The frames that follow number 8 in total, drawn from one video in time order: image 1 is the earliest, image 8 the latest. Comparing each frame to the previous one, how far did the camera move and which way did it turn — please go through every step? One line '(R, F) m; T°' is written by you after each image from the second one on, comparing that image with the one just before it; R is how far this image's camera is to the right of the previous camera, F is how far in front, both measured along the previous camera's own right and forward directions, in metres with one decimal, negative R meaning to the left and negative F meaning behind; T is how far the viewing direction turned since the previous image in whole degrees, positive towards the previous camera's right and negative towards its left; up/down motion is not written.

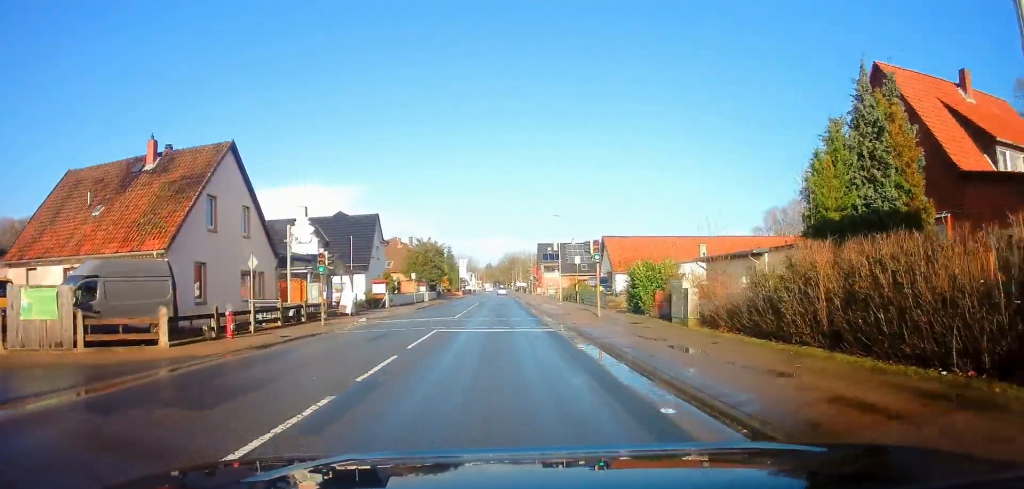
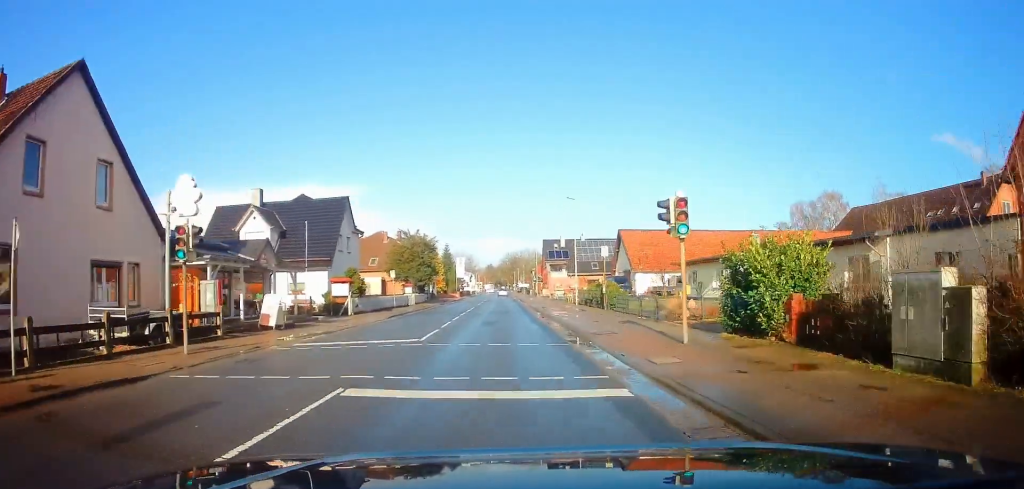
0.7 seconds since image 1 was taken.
(+0.1, +10.7) m; 0°
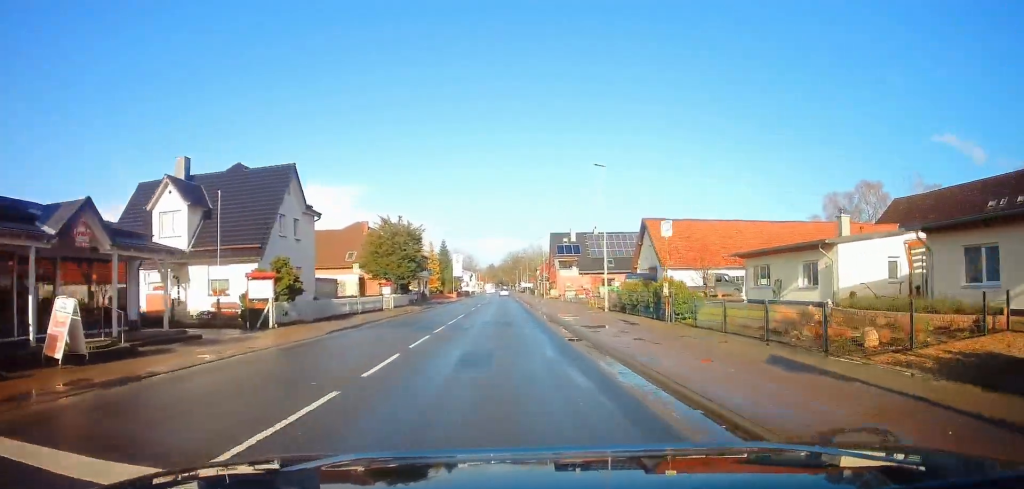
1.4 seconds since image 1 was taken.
(+0.2, +11.4) m; 0°
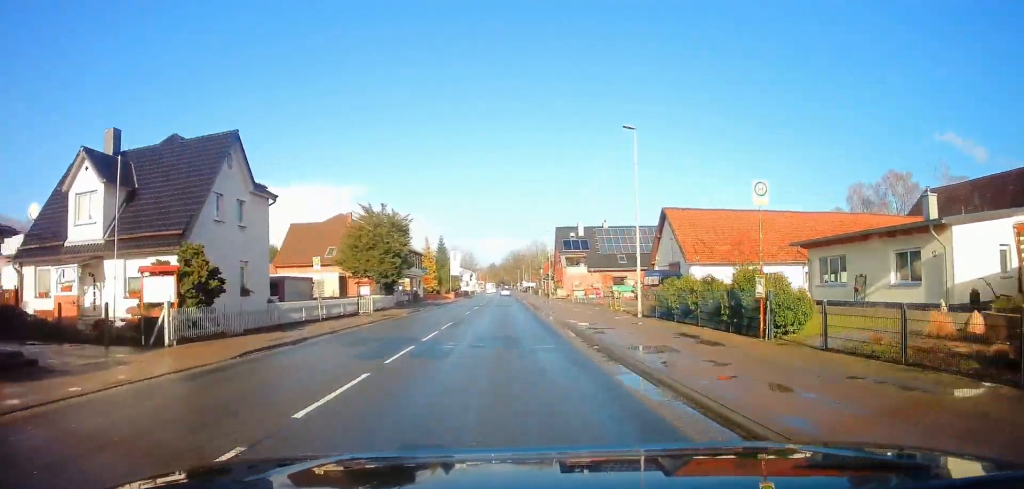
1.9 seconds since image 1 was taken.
(-0.2, +7.2) m; -1°
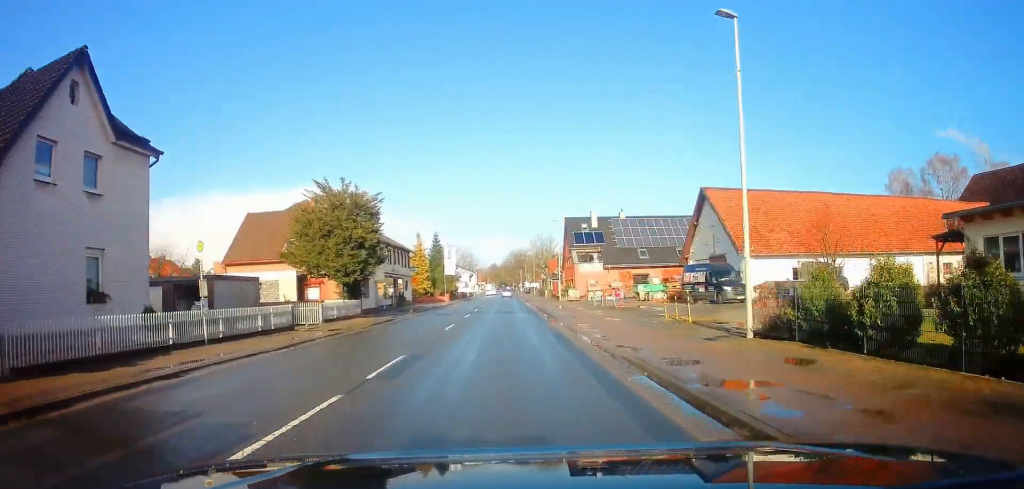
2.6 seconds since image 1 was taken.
(-0.1, +10.6) m; 0°
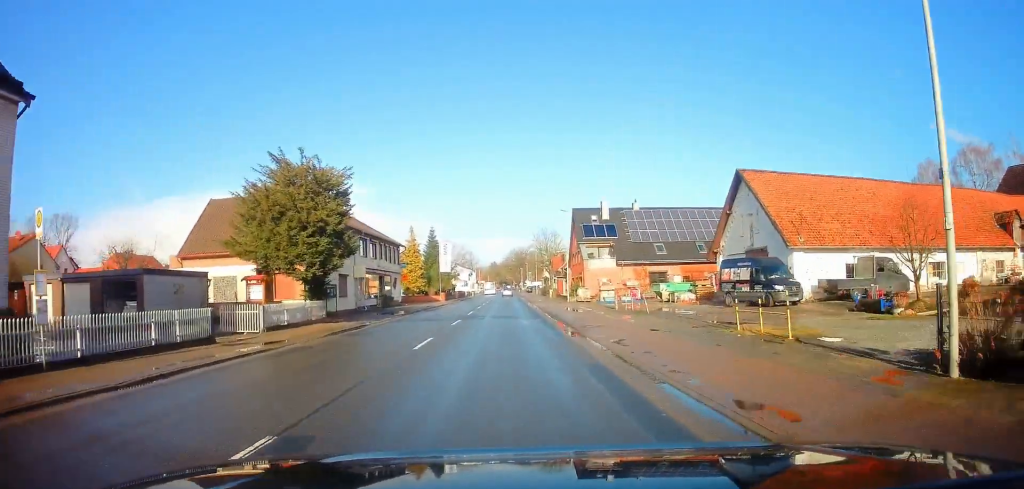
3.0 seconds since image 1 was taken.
(0.0, +6.8) m; 0°
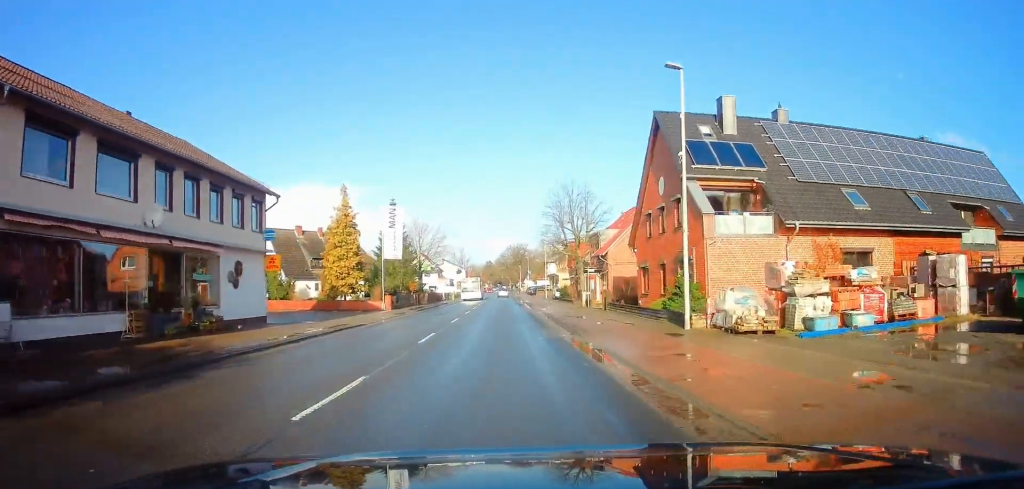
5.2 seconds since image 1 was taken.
(+0.4, +33.7) m; 0°
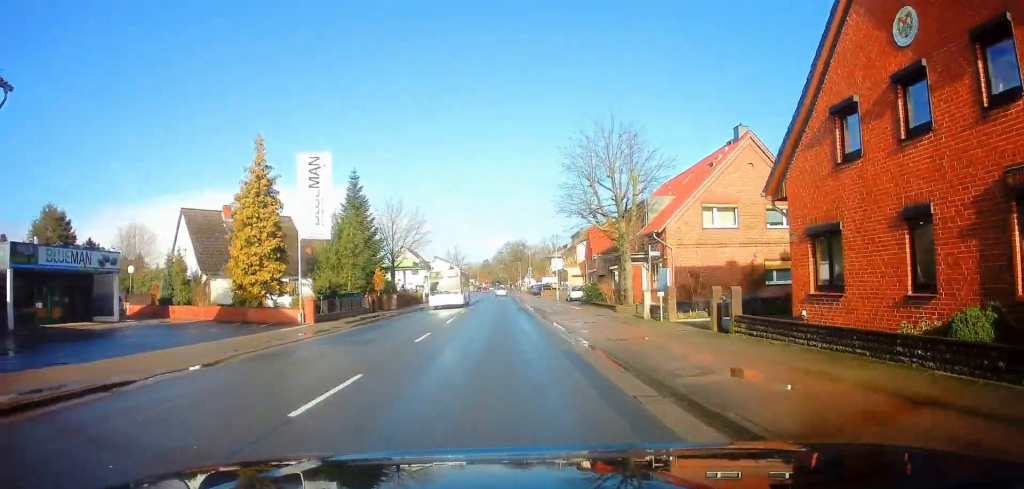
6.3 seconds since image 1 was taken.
(0.0, +17.3) m; 0°
